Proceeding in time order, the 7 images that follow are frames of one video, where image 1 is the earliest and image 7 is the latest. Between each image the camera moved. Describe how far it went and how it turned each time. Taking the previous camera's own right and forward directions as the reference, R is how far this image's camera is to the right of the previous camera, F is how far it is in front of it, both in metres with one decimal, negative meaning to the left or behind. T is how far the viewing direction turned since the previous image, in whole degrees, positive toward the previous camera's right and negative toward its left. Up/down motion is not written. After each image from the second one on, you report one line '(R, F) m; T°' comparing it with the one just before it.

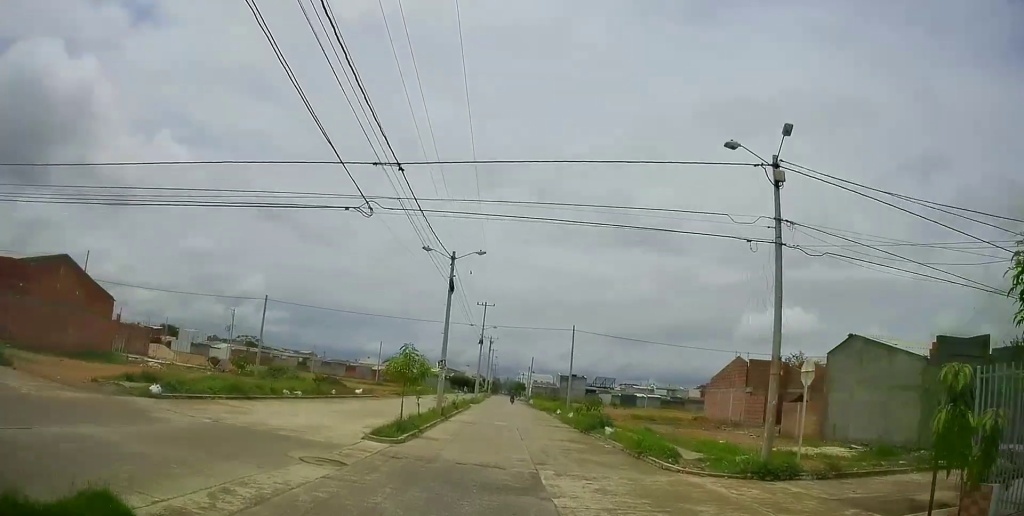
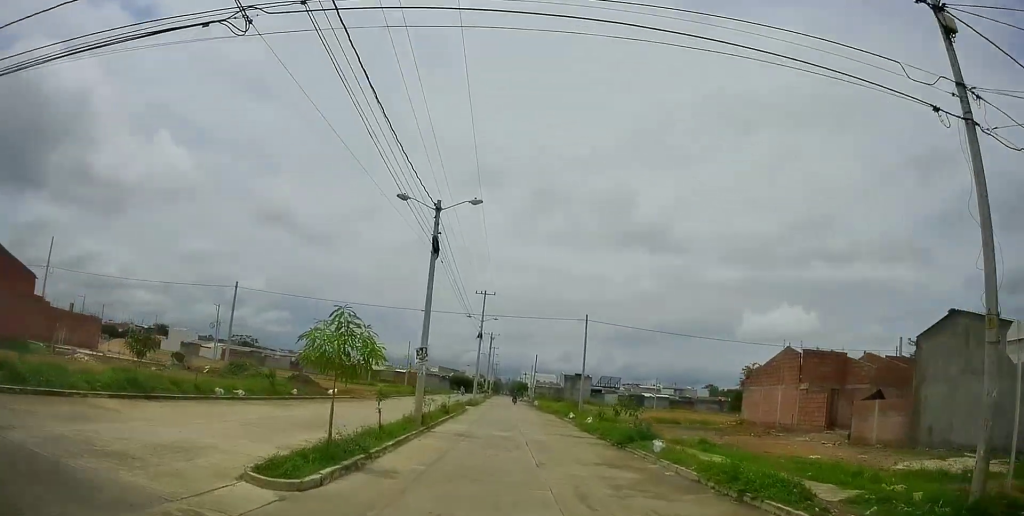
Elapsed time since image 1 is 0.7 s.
(0.0, +7.0) m; 0°
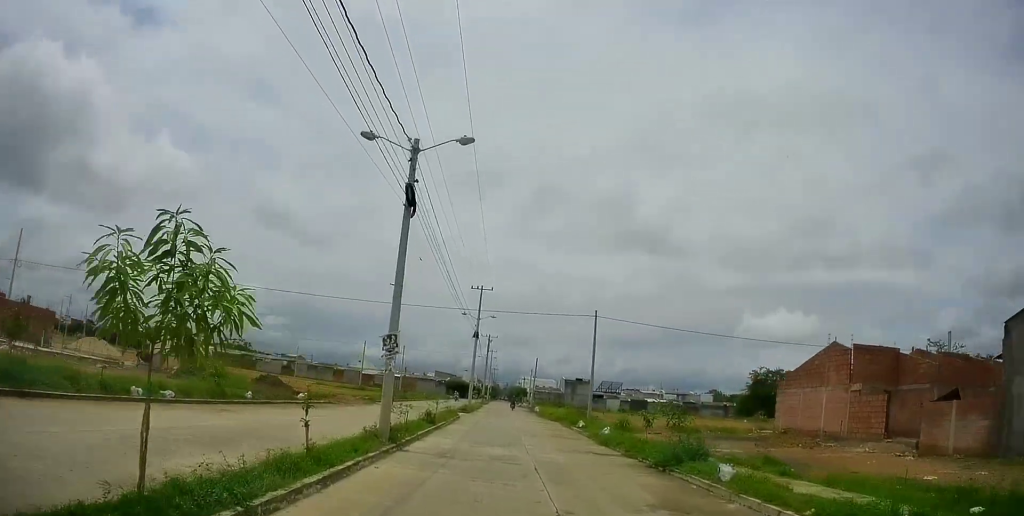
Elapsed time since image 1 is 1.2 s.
(0.0, +5.0) m; 0°
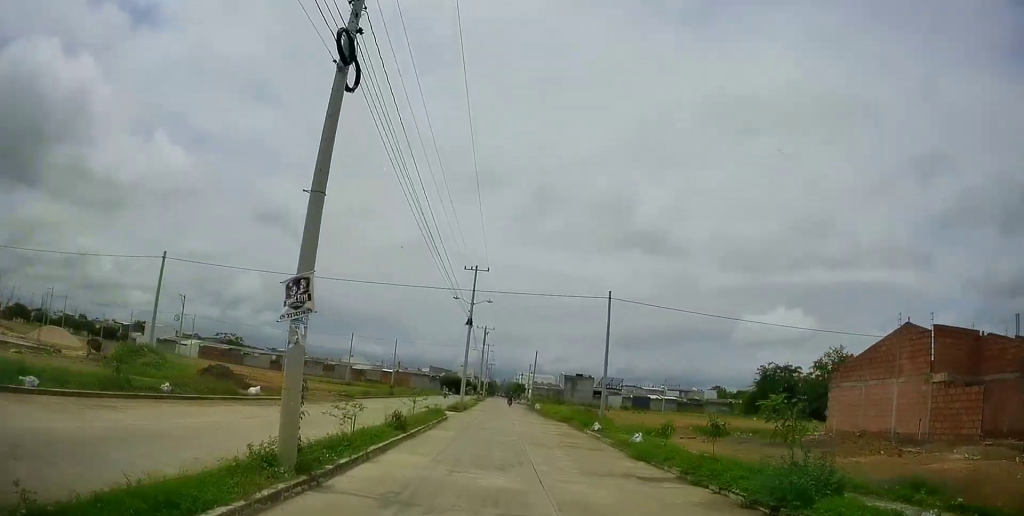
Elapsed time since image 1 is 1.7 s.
(0.0, +5.9) m; +1°
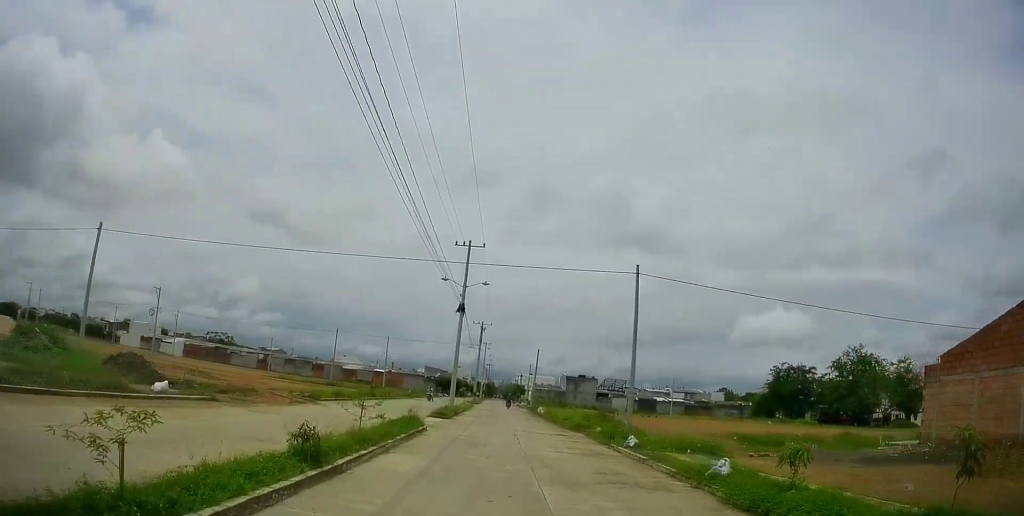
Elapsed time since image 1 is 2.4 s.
(+0.1, +7.2) m; 0°
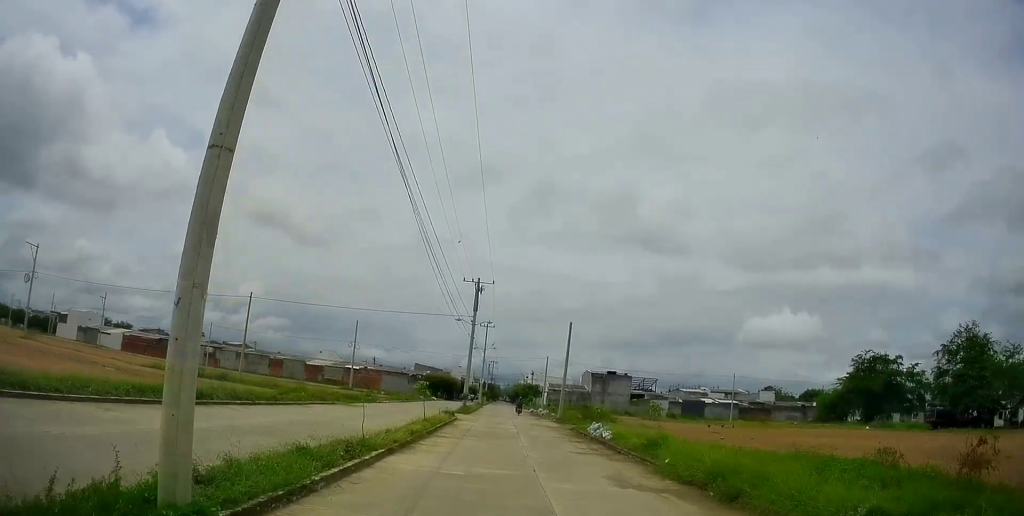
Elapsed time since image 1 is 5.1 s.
(-0.1, +29.7) m; +2°
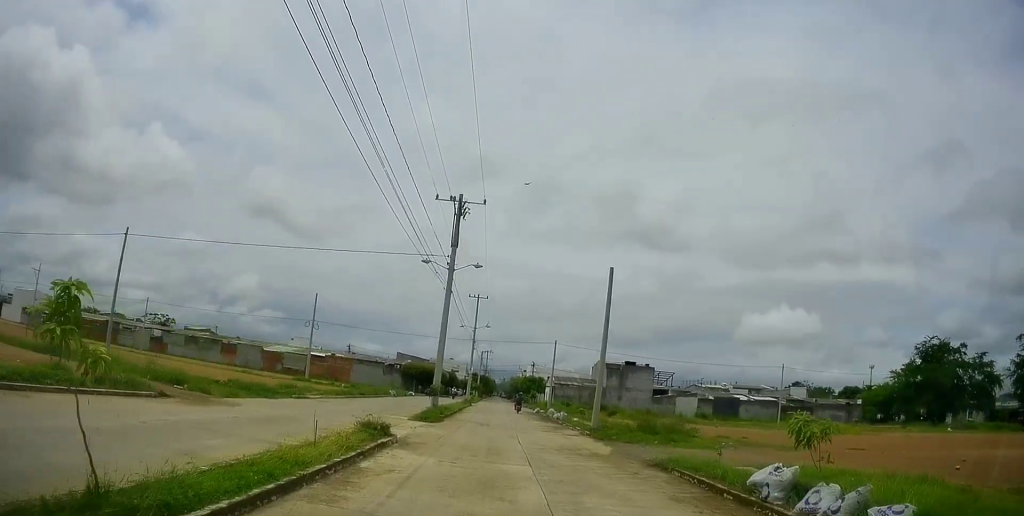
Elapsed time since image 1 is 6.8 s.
(-0.2, +18.0) m; -1°
